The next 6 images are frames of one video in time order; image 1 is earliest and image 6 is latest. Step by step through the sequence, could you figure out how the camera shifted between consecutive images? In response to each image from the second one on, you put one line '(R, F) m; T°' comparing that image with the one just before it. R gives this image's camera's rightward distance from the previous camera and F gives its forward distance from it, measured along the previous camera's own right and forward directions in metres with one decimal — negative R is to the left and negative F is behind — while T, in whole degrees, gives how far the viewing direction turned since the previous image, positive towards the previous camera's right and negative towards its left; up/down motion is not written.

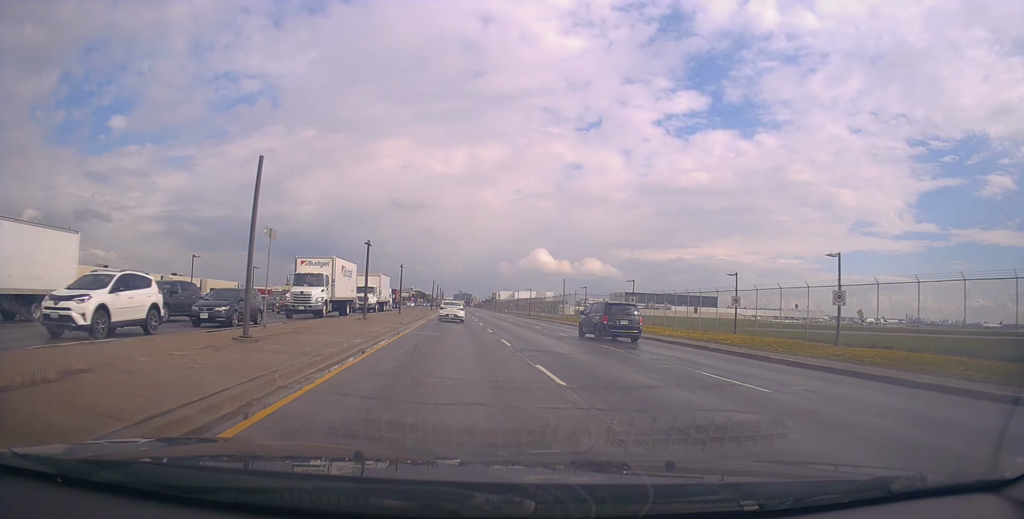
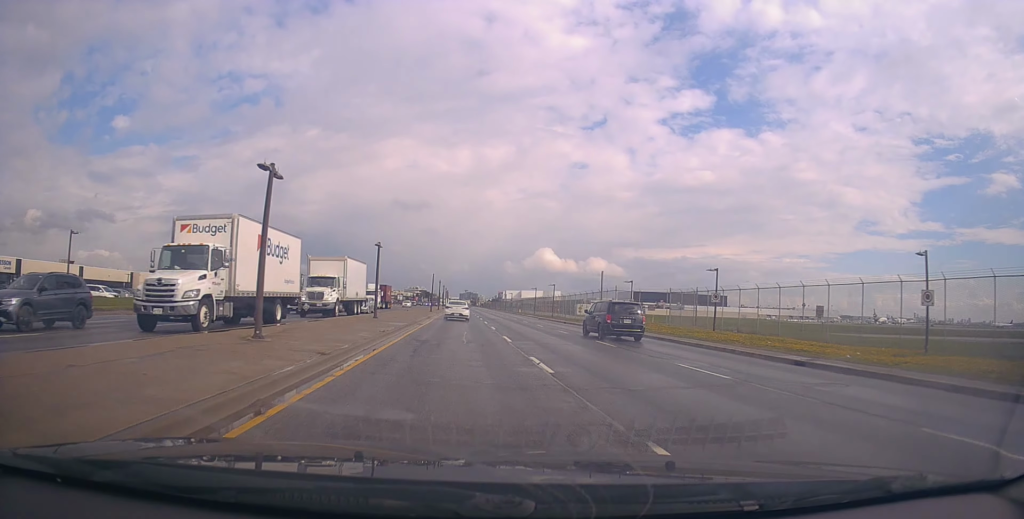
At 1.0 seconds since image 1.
(-0.3, +16.4) m; -1°
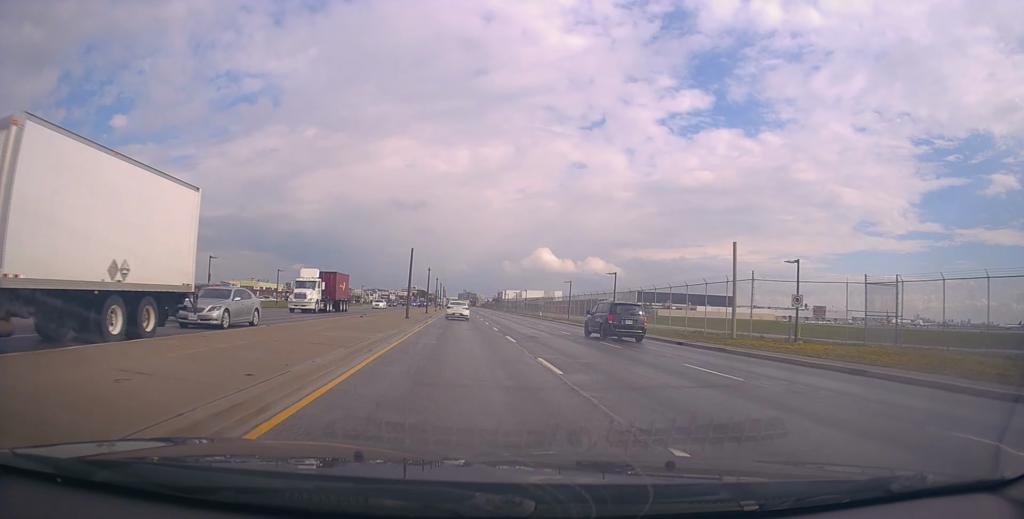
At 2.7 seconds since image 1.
(+0.5, +27.9) m; +2°
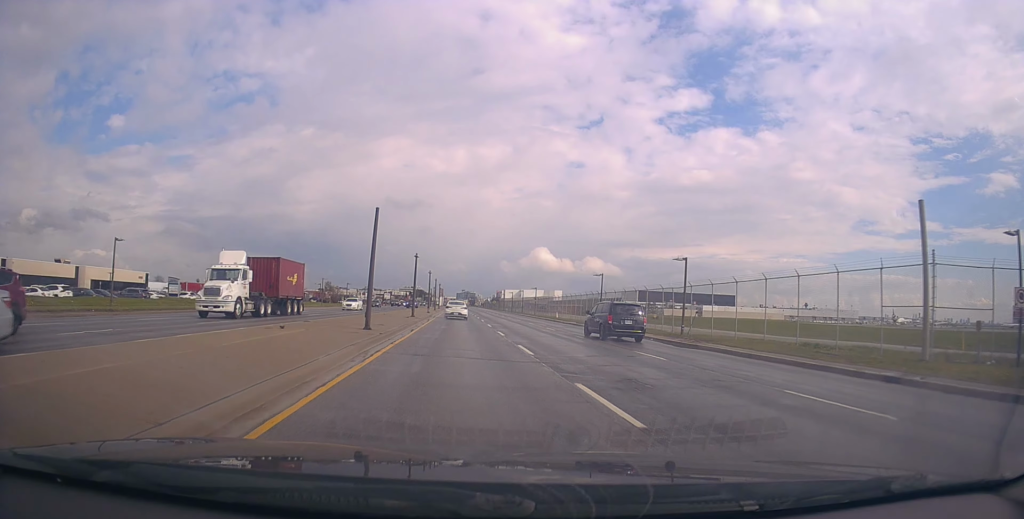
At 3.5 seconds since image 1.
(+0.1, +13.6) m; -2°
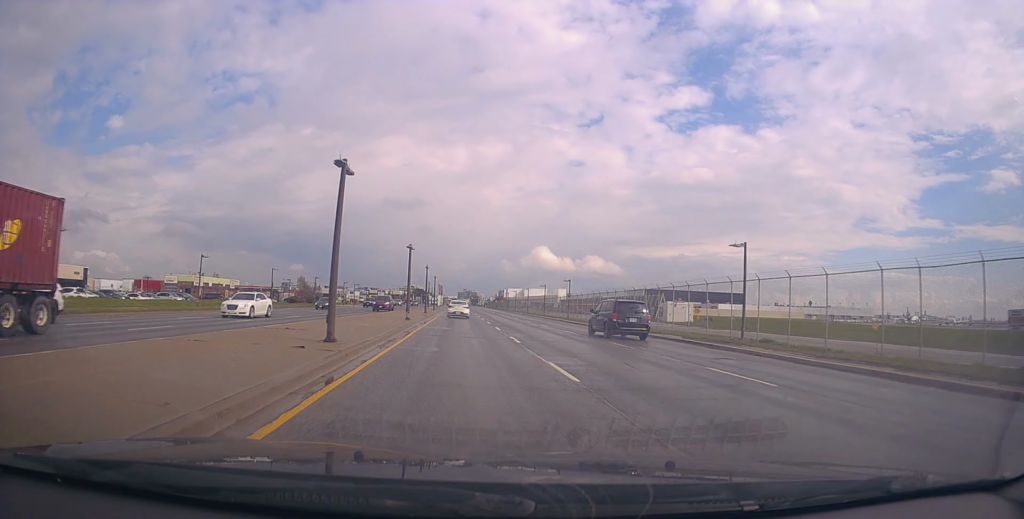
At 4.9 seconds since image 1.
(-0.6, +24.1) m; 0°
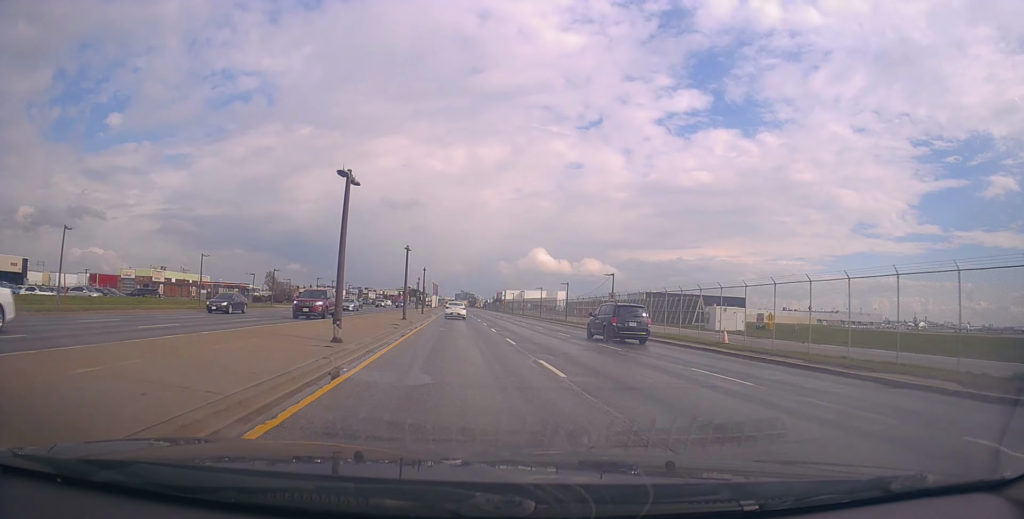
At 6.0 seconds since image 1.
(+0.5, +17.3) m; +1°
